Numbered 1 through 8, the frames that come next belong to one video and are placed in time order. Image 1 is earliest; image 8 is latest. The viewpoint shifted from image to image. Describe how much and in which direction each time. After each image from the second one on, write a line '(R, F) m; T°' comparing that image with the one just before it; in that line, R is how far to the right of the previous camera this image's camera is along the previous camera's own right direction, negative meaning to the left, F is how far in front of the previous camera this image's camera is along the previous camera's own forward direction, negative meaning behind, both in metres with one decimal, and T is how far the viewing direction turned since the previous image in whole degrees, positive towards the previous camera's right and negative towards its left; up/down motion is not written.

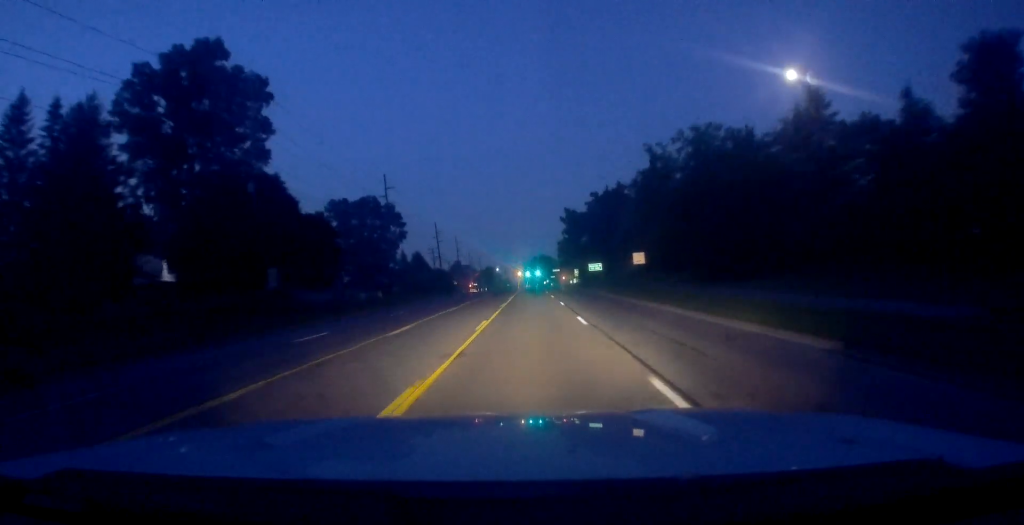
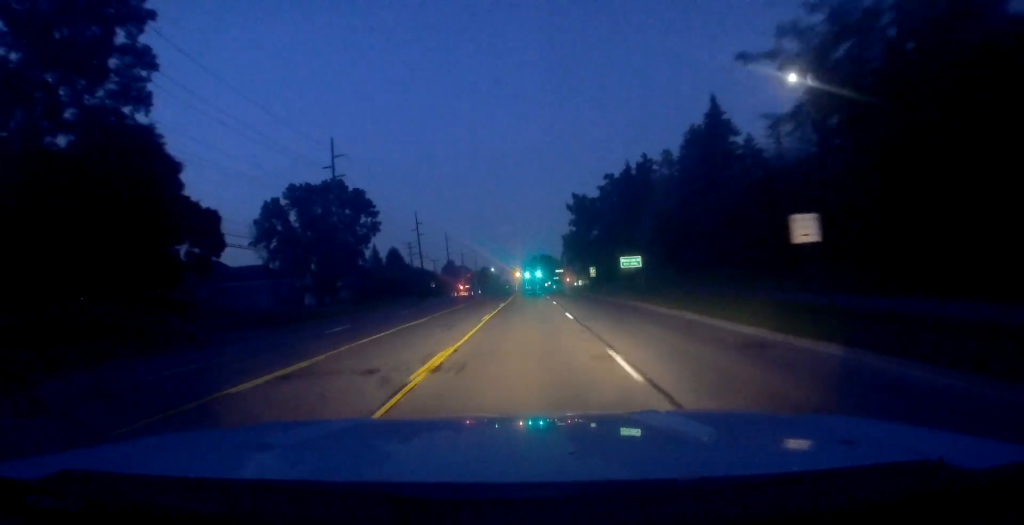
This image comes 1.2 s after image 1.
(-0.7, +25.8) m; -1°
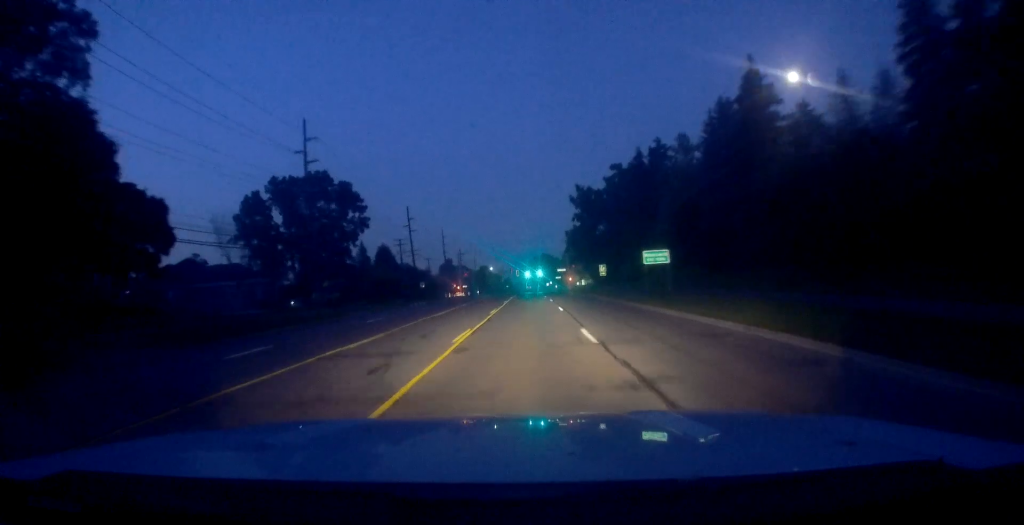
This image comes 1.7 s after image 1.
(-0.2, +9.0) m; +1°
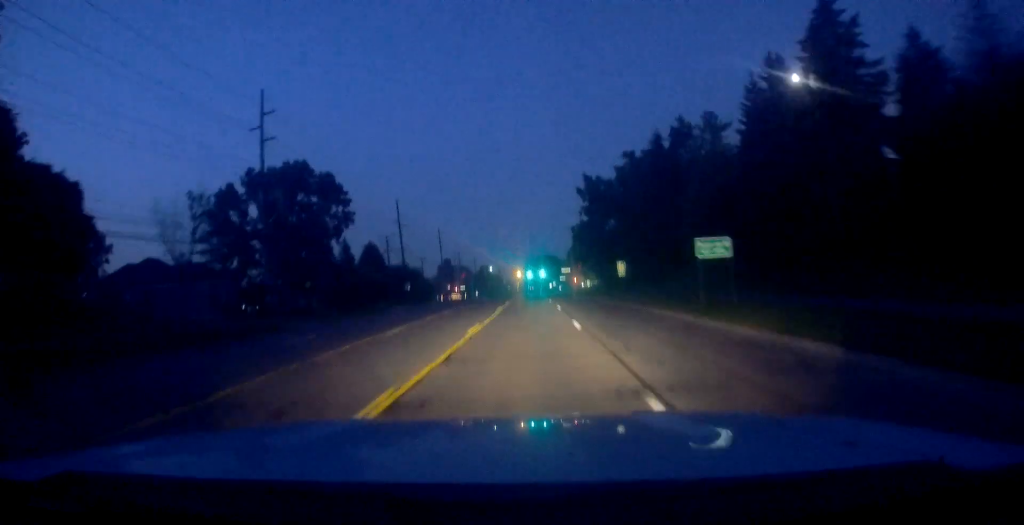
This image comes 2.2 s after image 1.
(+0.3, +10.9) m; +1°
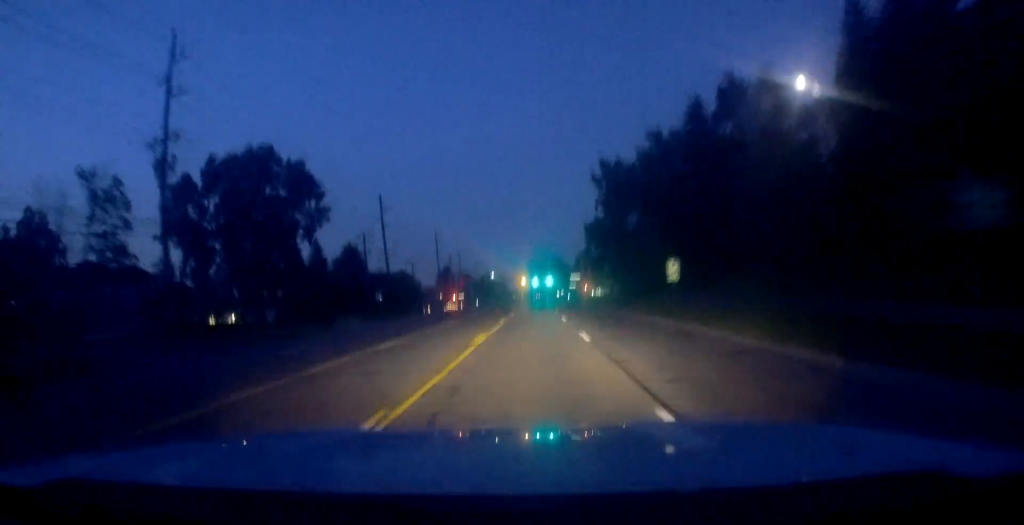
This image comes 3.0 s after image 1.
(+0.3, +15.5) m; 0°
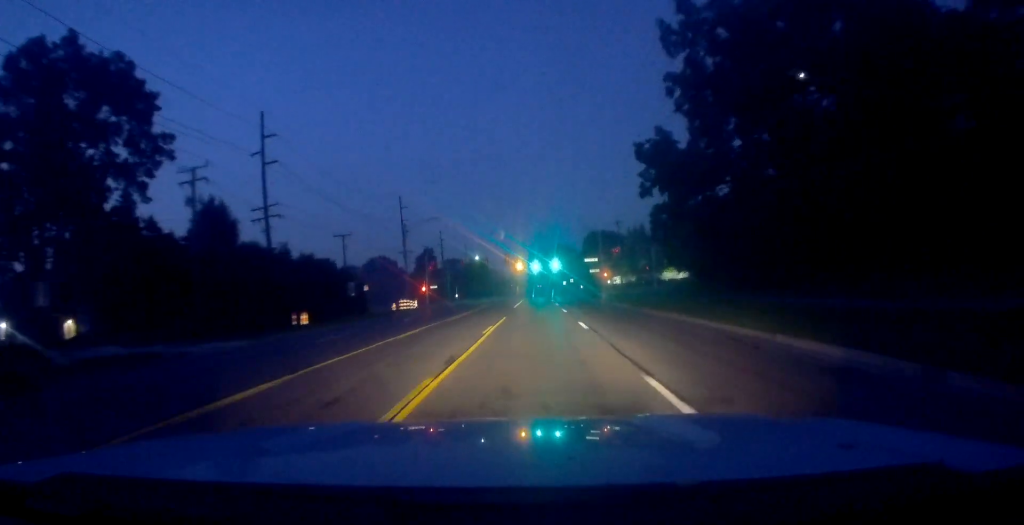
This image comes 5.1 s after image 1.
(-1.5, +41.9) m; -2°
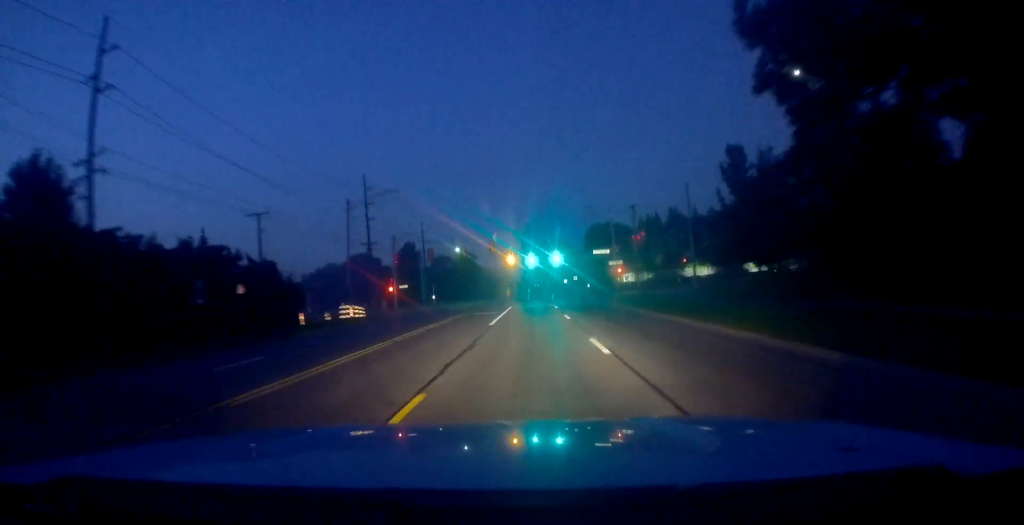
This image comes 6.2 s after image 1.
(+0.4, +22.7) m; +2°
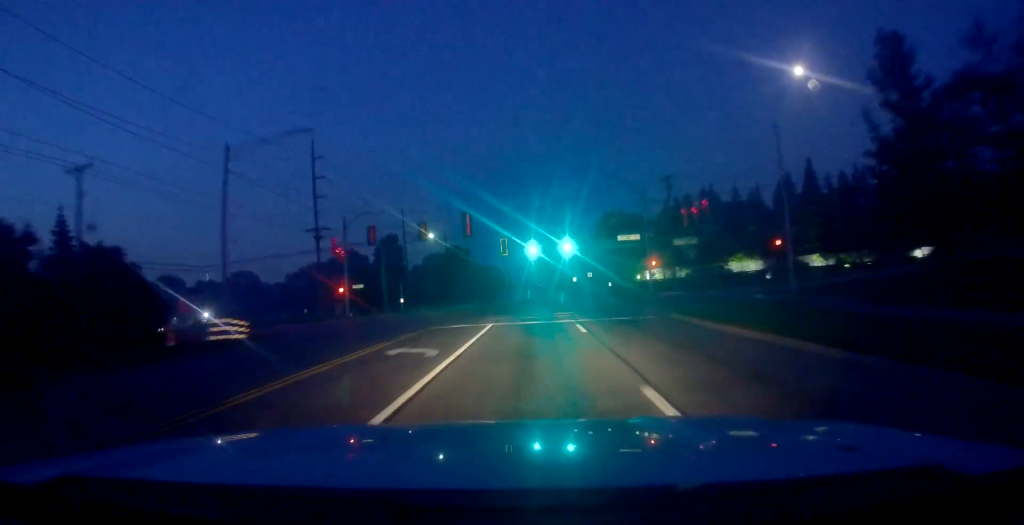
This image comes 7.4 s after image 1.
(+0.2, +24.1) m; -1°
